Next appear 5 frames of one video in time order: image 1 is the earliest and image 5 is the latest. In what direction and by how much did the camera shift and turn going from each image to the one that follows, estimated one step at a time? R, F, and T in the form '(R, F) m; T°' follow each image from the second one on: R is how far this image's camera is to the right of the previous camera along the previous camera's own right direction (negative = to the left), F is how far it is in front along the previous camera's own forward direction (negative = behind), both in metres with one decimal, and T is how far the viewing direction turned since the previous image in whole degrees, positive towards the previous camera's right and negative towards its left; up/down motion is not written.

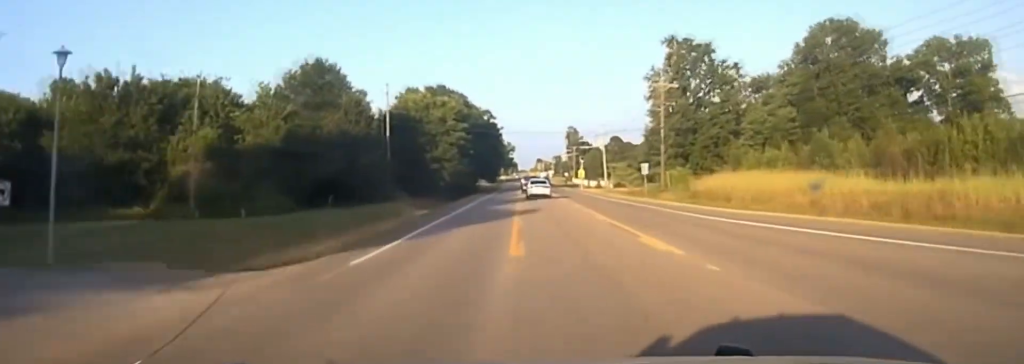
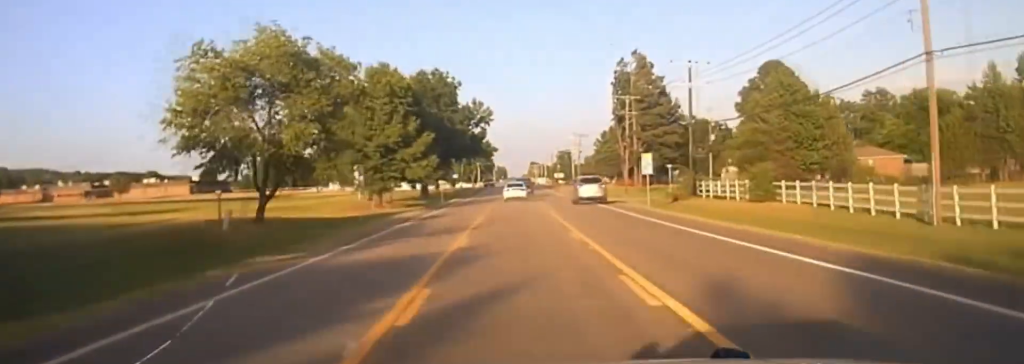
(+3.9, +215.6) m; +1°
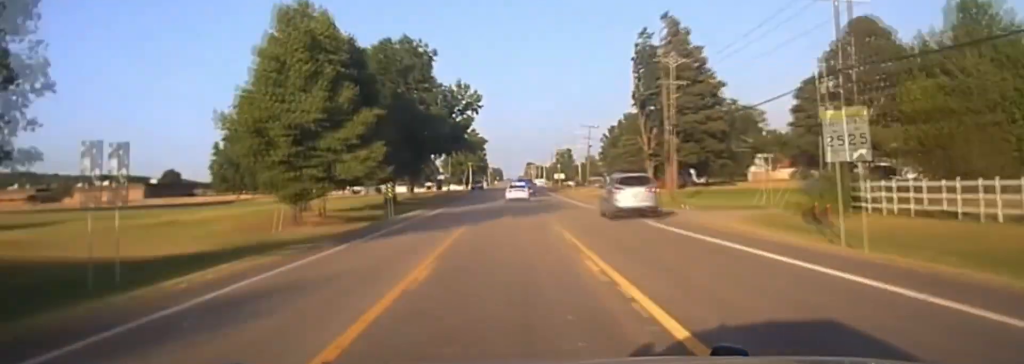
(0.0, +32.1) m; 0°
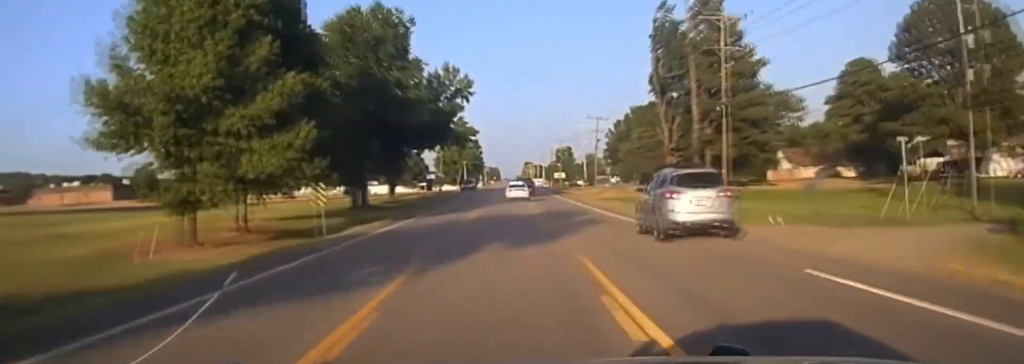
(-0.1, +19.0) m; 0°
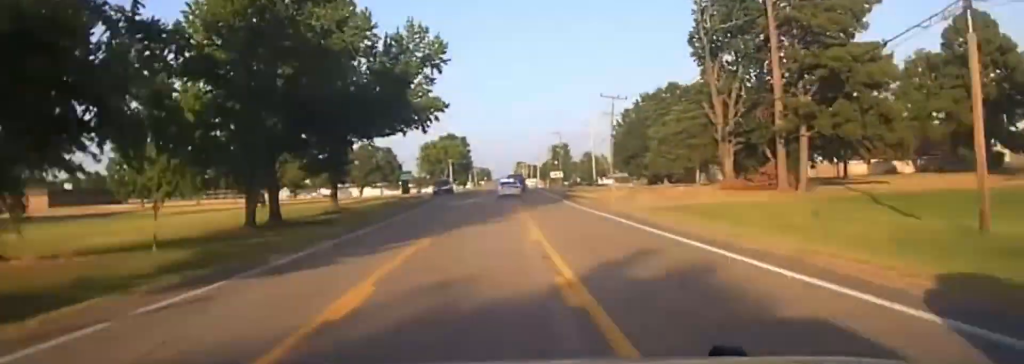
(+0.3, +29.1) m; 0°
